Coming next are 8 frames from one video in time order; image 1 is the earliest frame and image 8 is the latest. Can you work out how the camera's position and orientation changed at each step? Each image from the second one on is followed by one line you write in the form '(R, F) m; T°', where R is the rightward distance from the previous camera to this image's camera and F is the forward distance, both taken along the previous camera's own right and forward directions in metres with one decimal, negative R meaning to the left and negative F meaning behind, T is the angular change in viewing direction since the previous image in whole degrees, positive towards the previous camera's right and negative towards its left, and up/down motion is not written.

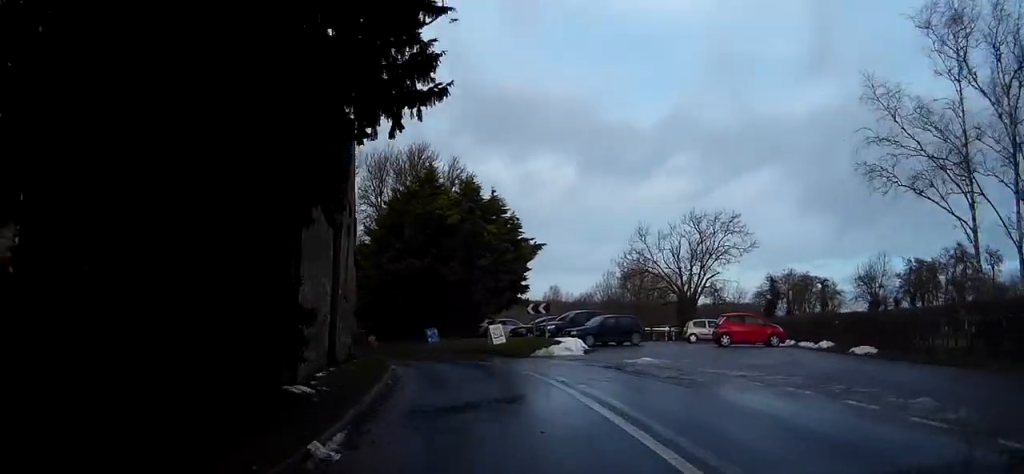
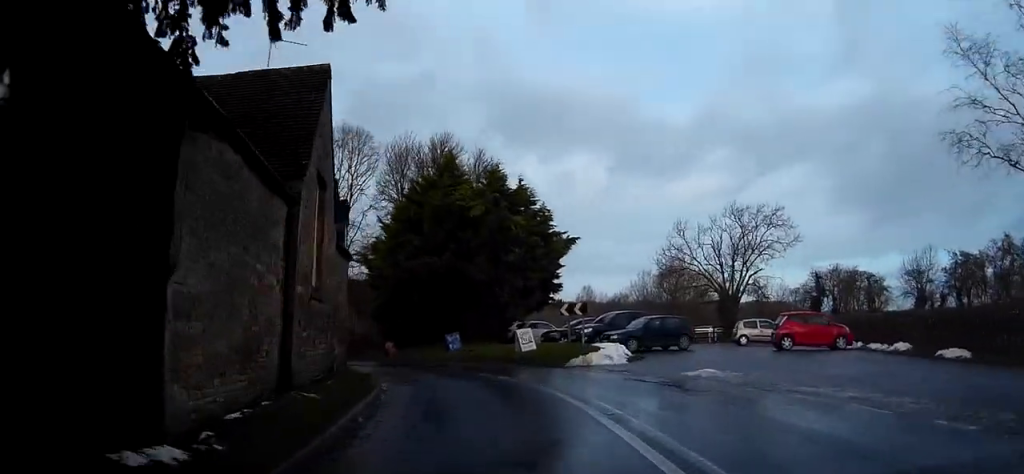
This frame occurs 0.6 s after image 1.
(-0.1, +4.3) m; -4°
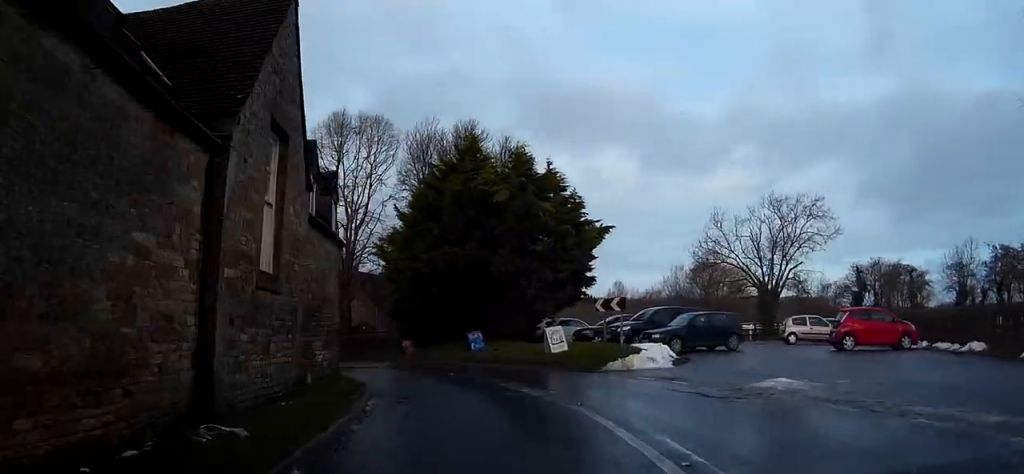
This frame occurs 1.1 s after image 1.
(-0.1, +3.4) m; -4°
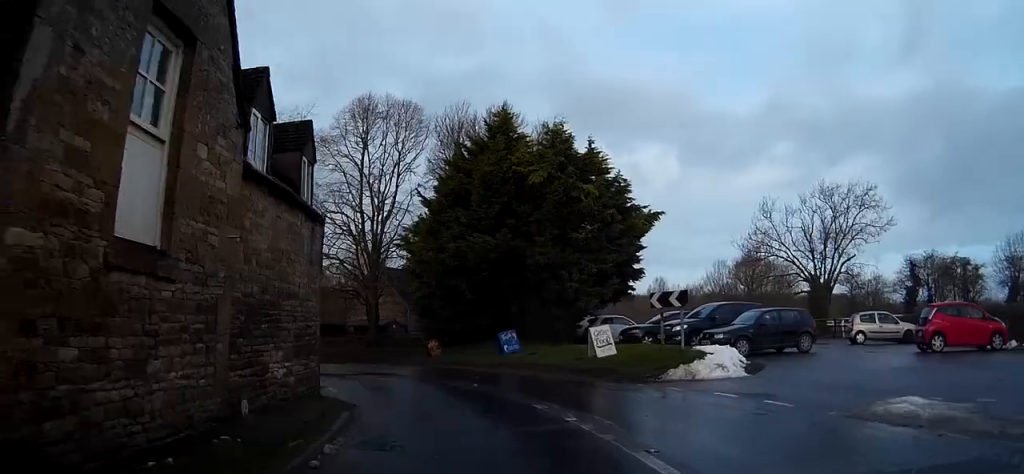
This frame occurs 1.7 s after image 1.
(-0.1, +3.9) m; -5°
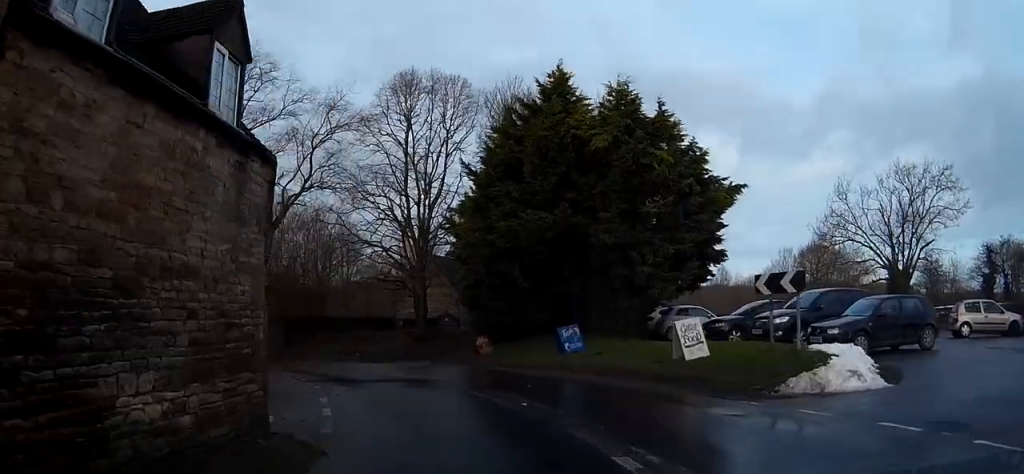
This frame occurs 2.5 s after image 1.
(-0.3, +4.6) m; -5°
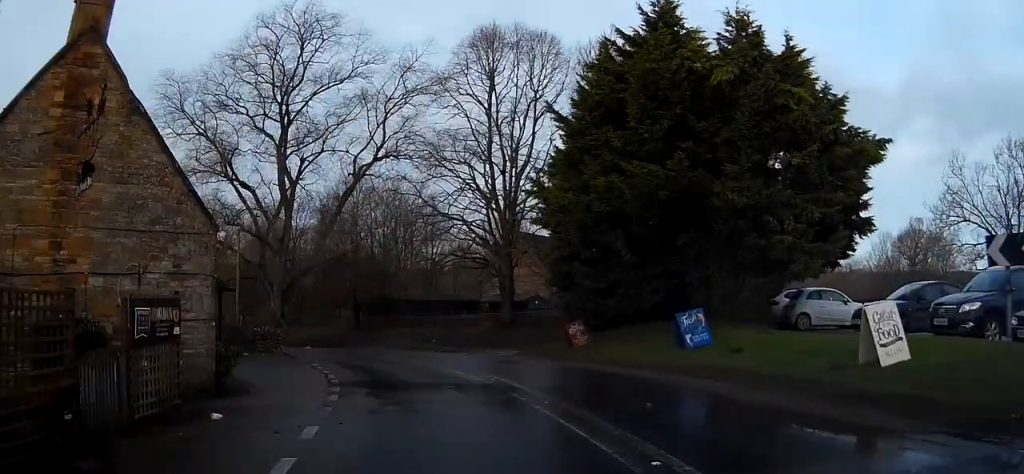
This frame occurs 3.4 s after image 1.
(-0.3, +5.6) m; -7°
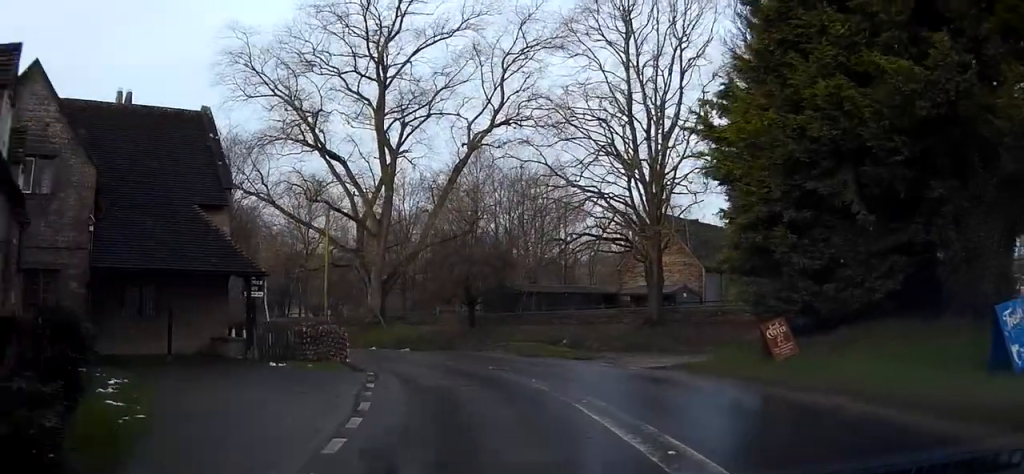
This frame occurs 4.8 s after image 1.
(-0.7, +8.0) m; -10°
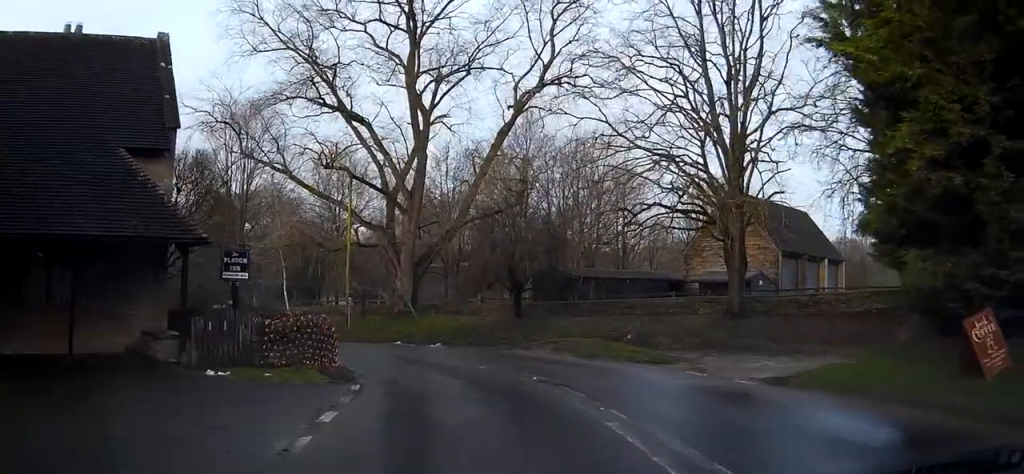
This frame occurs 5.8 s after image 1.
(-0.3, +5.8) m; -14°
